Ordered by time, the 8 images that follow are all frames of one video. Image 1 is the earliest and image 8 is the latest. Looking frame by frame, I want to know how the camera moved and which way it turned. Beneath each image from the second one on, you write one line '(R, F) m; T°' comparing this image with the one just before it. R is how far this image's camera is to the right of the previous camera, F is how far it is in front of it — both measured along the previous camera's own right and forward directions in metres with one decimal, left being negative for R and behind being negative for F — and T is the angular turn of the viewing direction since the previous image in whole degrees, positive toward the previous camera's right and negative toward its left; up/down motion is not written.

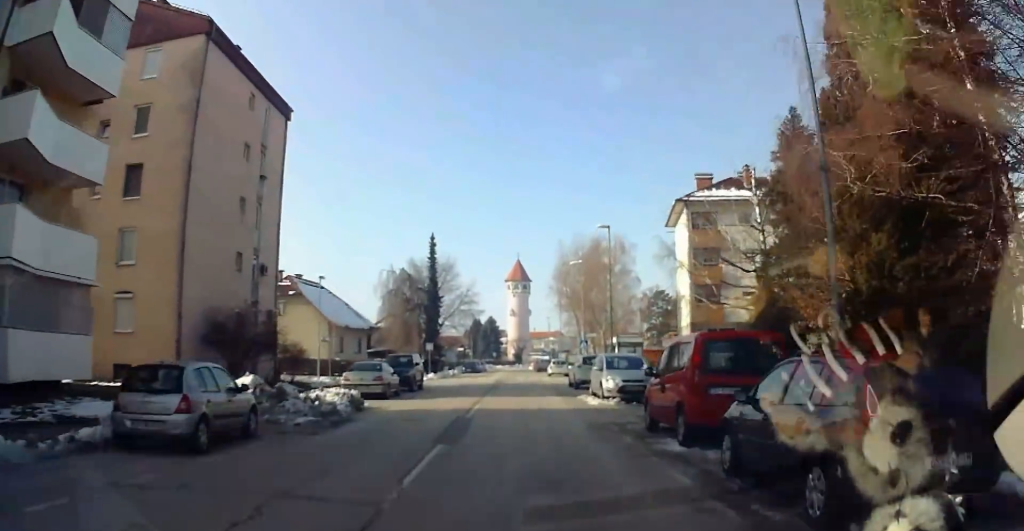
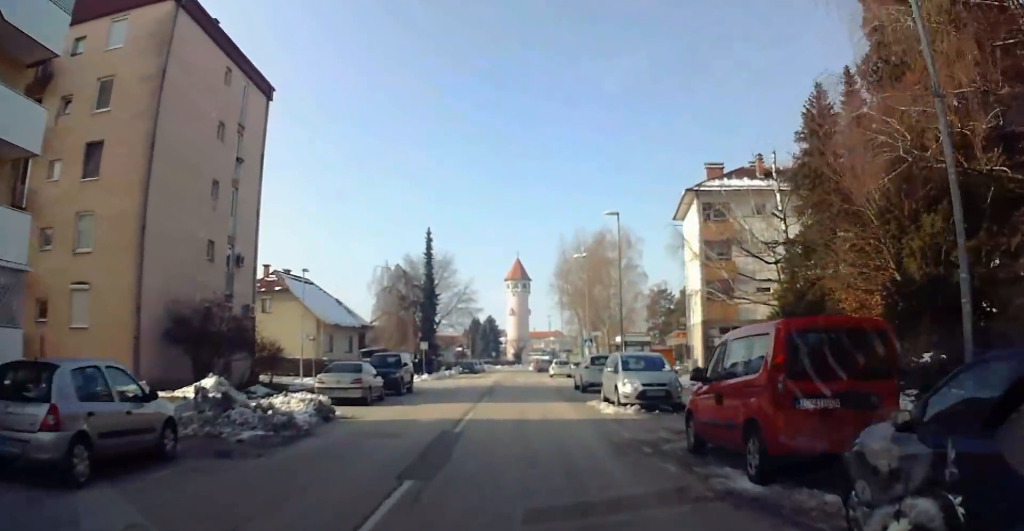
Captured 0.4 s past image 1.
(0.0, +3.5) m; 0°
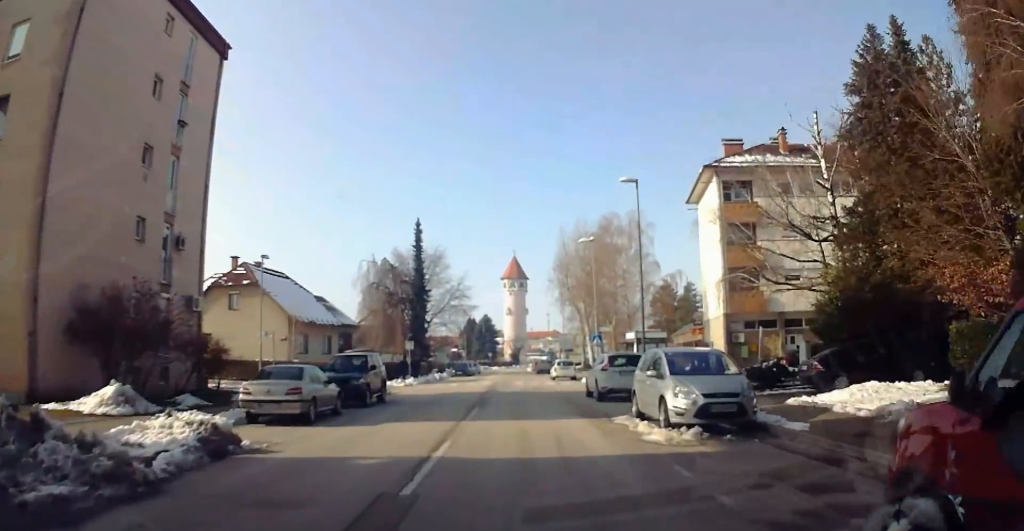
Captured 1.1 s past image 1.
(0.0, +6.3) m; 0°
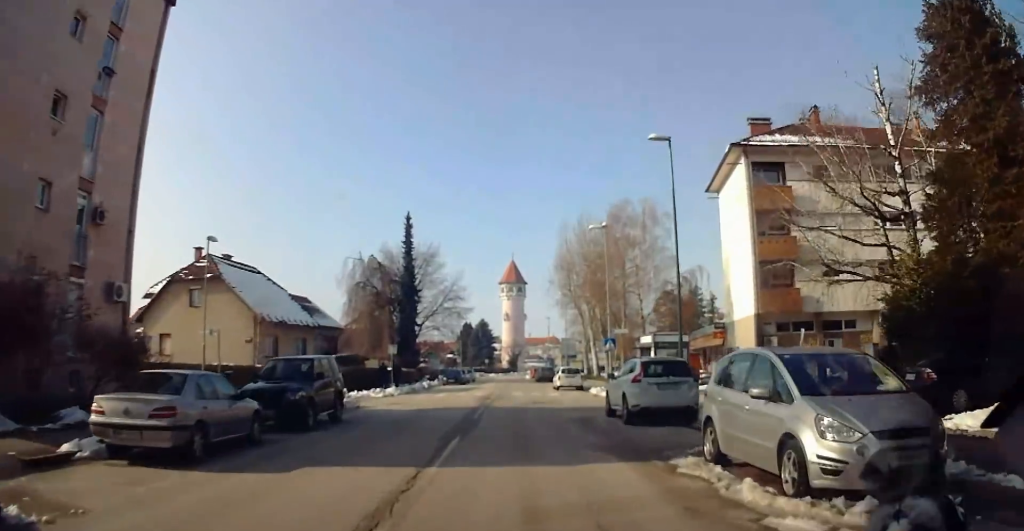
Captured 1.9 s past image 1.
(0.0, +6.3) m; 0°
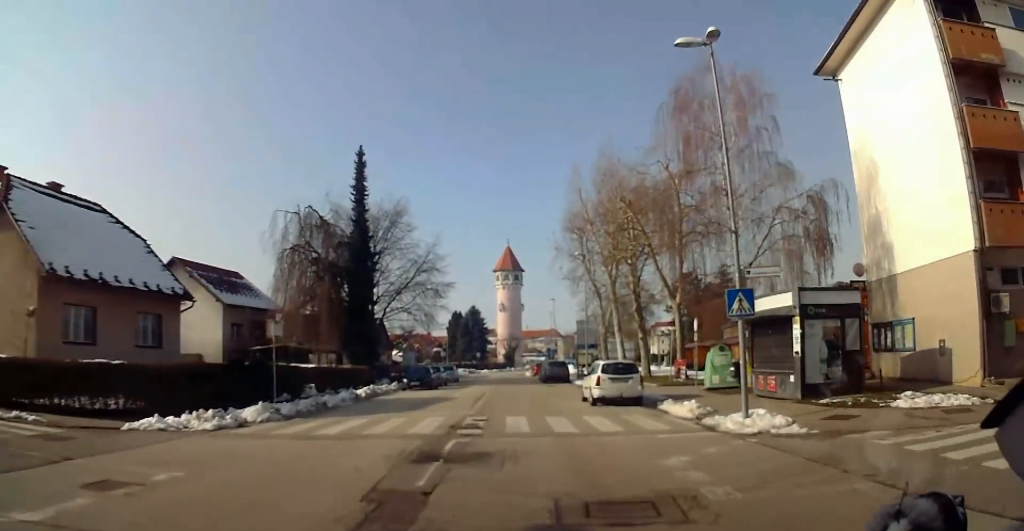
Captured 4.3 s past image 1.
(0.0, +20.4) m; -2°
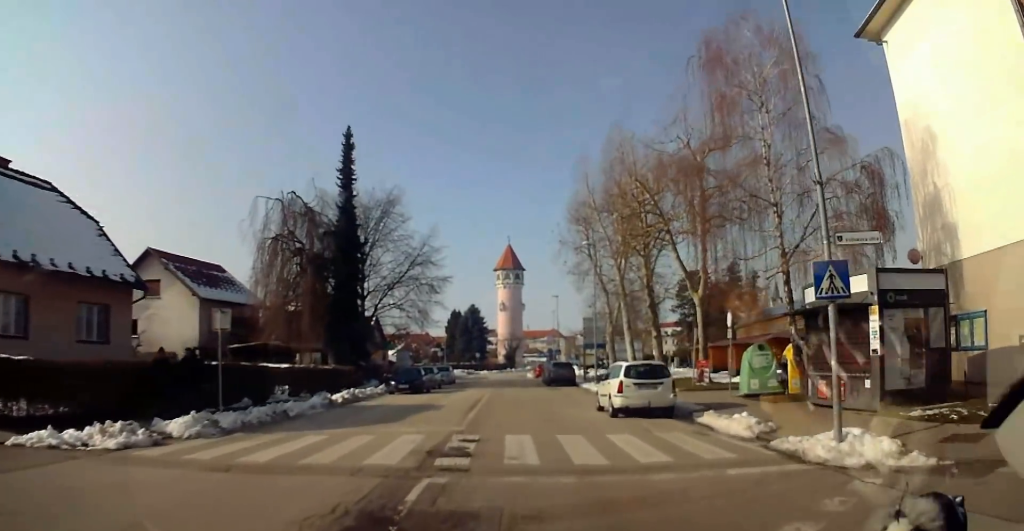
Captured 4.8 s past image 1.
(0.0, +4.3) m; -2°
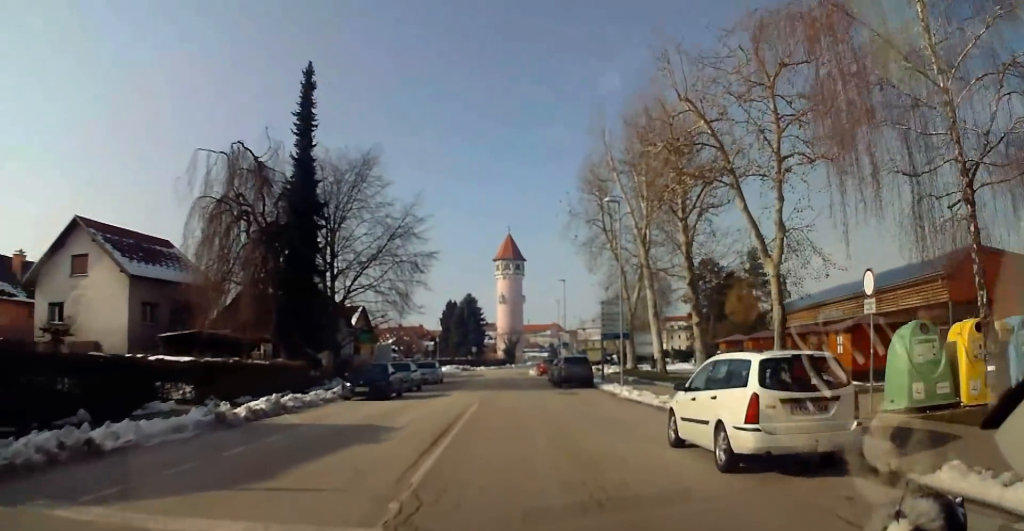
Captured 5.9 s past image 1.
(-0.3, +9.9) m; +1°
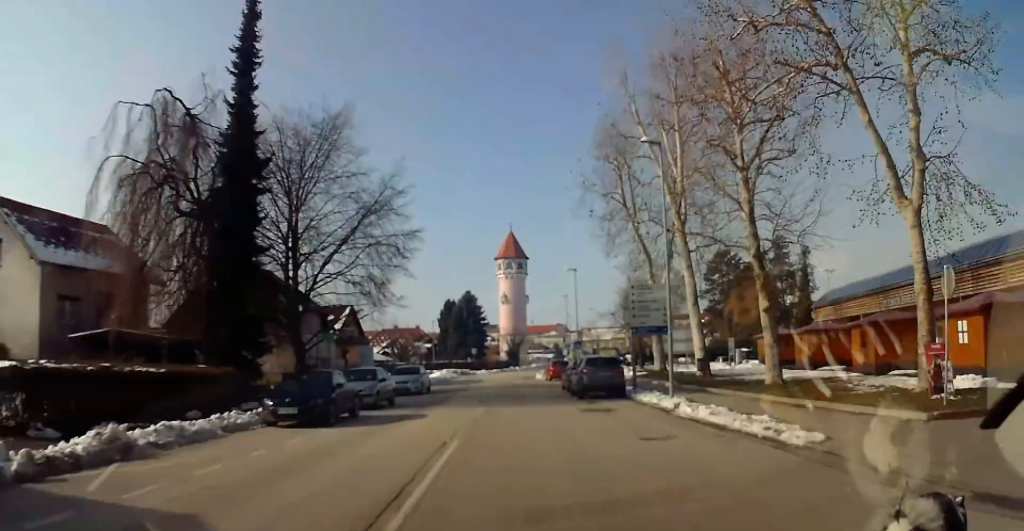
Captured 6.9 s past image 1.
(+0.4, +9.0) m; +2°
